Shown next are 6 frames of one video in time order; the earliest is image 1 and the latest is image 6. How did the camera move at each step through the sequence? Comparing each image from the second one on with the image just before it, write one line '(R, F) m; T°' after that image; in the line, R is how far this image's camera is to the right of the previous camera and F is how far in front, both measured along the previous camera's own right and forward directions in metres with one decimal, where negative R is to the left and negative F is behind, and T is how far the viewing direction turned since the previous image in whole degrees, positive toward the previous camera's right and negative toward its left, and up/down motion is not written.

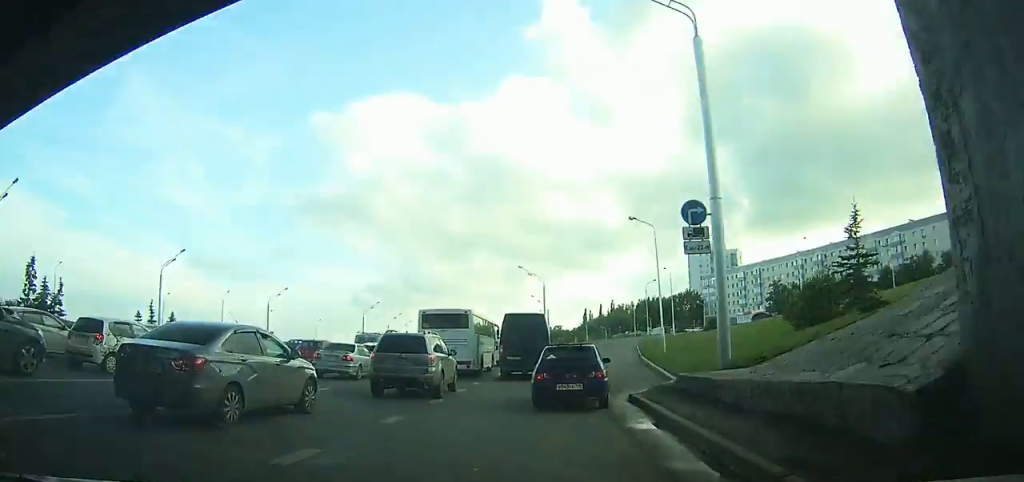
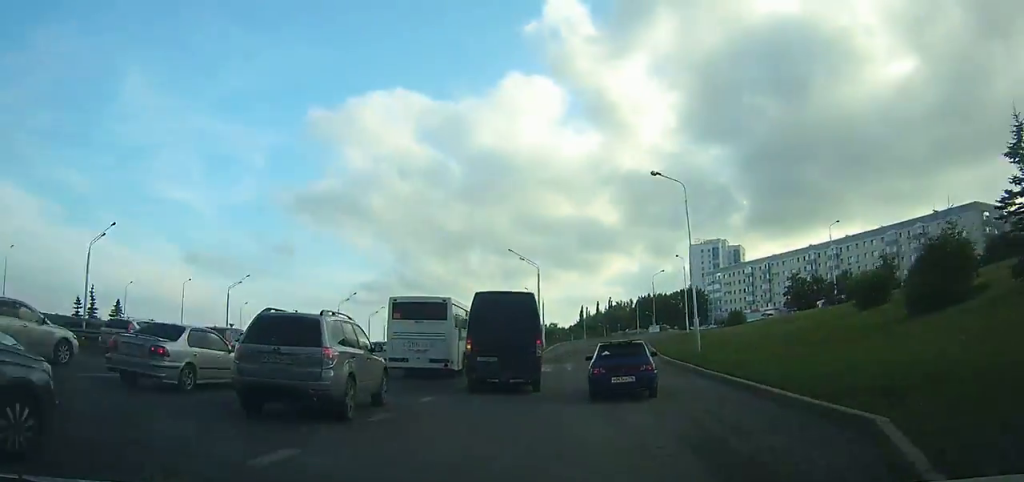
(-0.1, +11.2) m; +1°
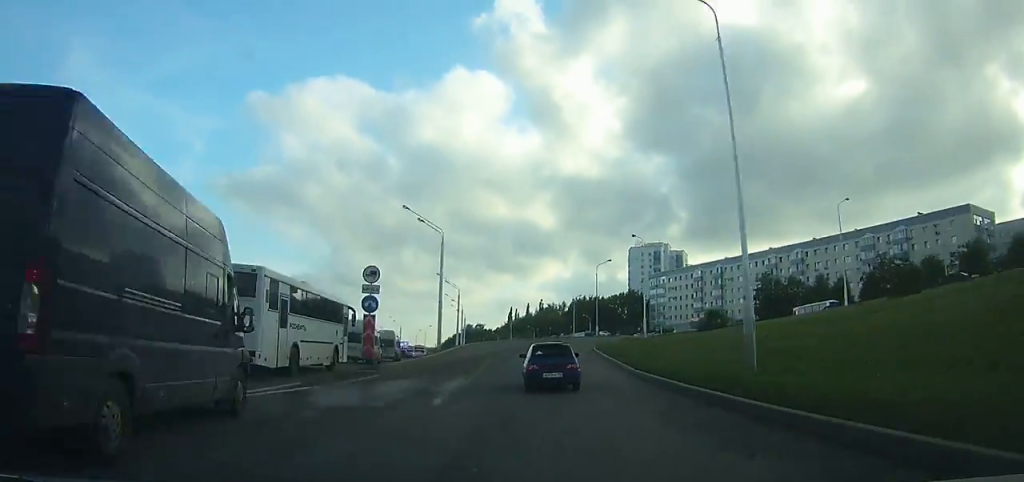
(+0.6, +19.0) m; +2°
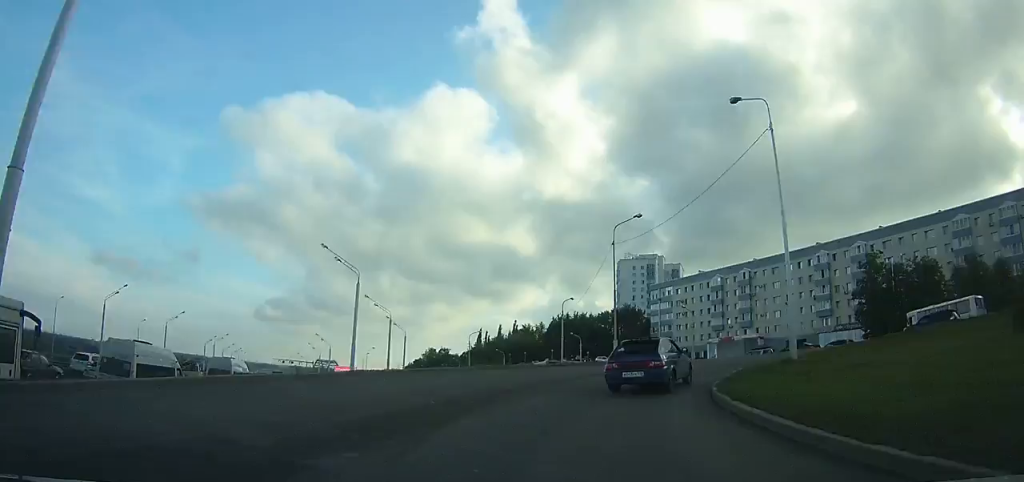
(+0.7, +31.6) m; +9°
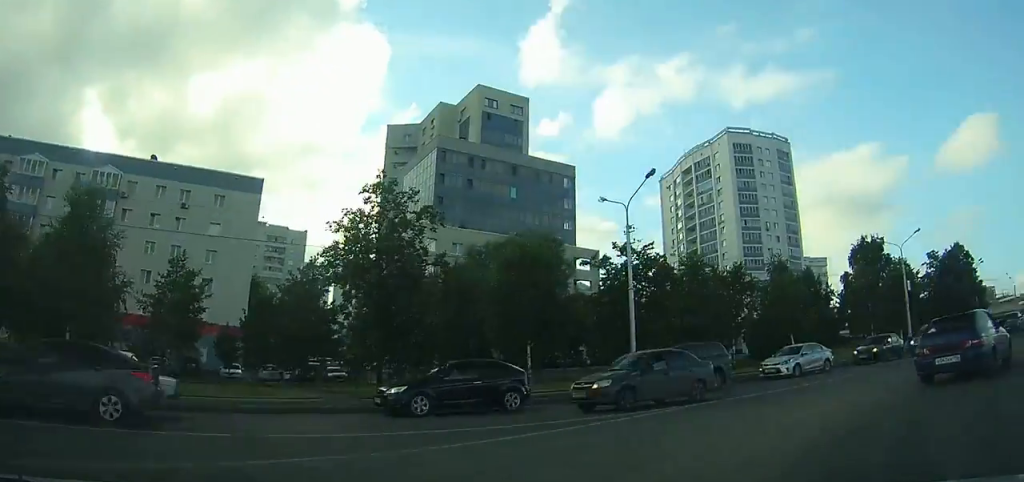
(+11.3, +29.5) m; +76°
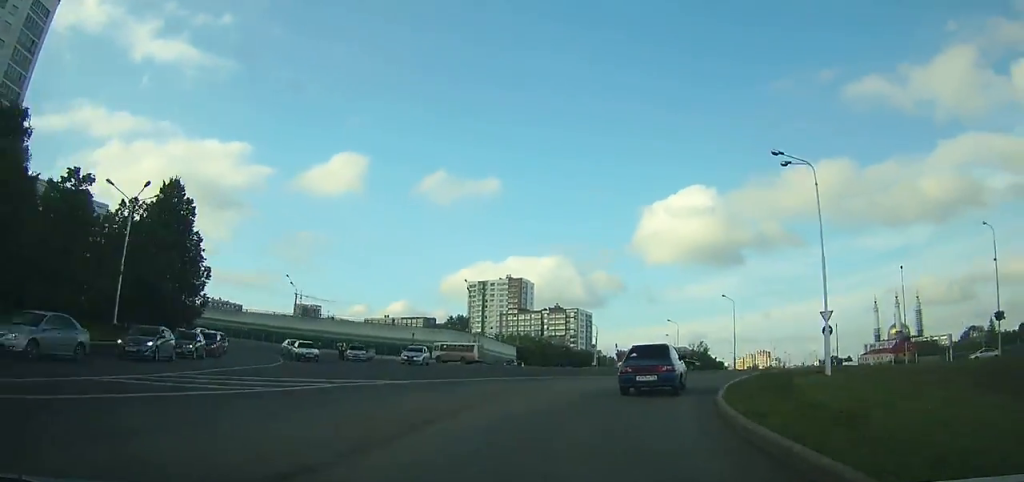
(+42.1, +19.5) m; +86°
